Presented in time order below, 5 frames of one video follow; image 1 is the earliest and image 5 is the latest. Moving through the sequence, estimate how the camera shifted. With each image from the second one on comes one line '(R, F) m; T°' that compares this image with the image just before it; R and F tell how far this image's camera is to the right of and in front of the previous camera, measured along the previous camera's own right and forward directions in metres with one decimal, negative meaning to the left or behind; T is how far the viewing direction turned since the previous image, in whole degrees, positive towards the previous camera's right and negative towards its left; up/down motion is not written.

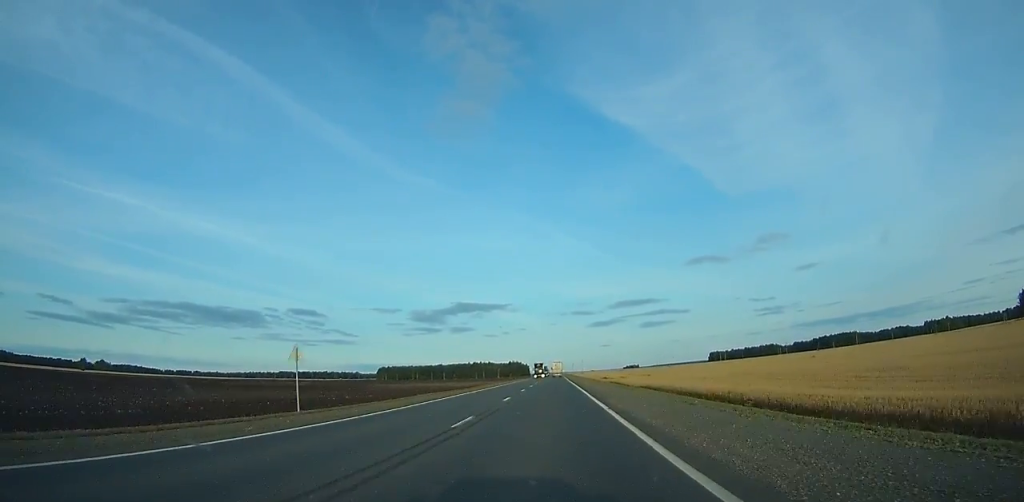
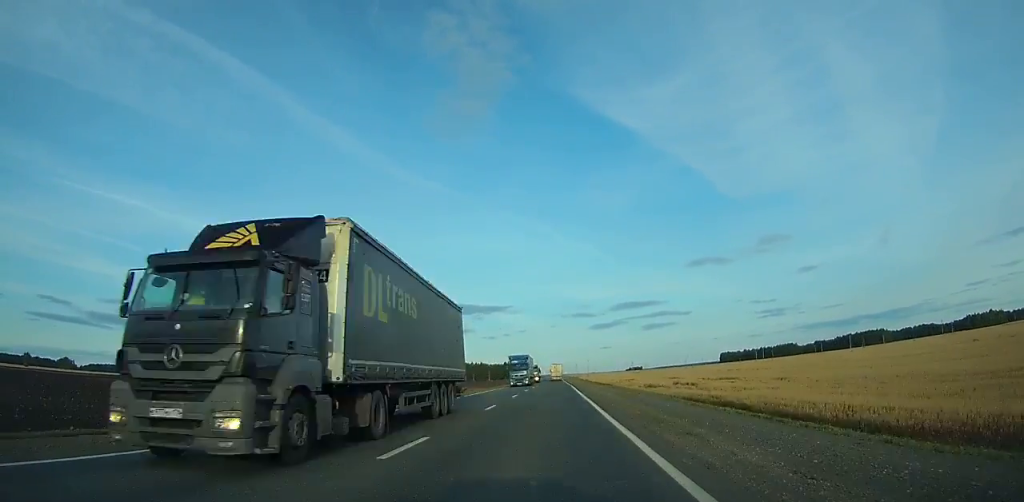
(+0.2, +82.4) m; 0°
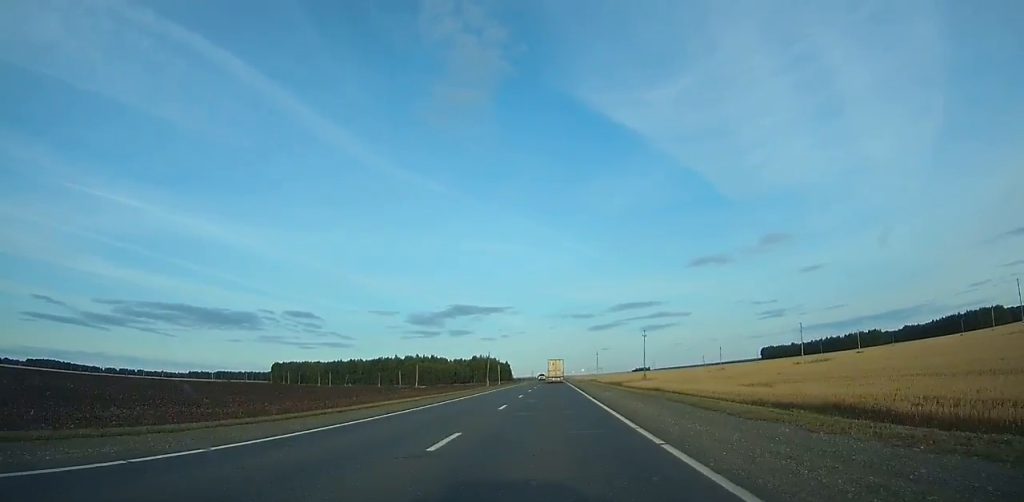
(-2.3, +259.9) m; -1°
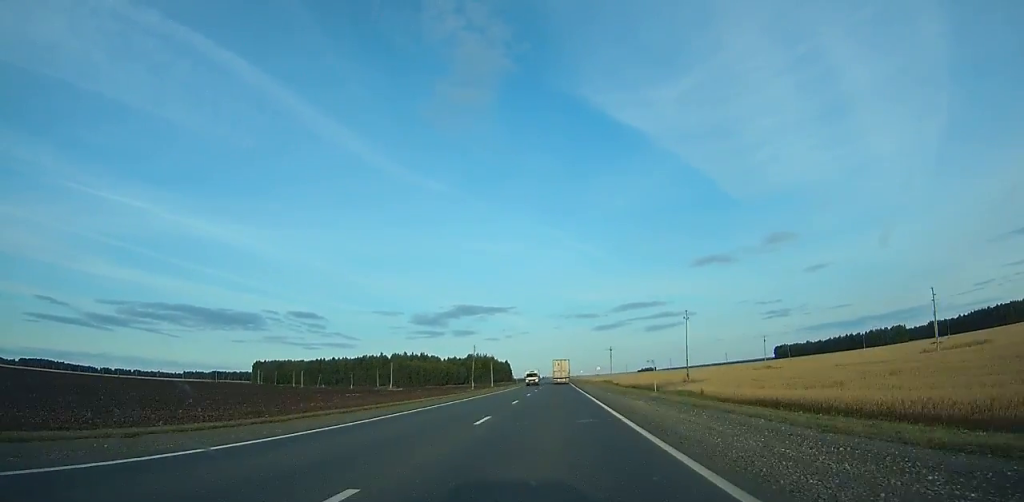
(-0.1, +43.9) m; 0°
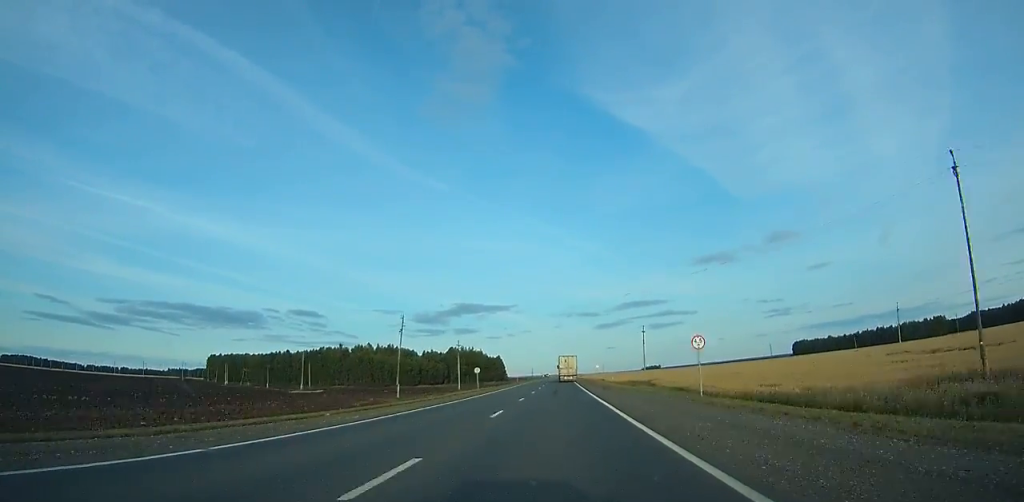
(-0.1, +72.2) m; 0°
